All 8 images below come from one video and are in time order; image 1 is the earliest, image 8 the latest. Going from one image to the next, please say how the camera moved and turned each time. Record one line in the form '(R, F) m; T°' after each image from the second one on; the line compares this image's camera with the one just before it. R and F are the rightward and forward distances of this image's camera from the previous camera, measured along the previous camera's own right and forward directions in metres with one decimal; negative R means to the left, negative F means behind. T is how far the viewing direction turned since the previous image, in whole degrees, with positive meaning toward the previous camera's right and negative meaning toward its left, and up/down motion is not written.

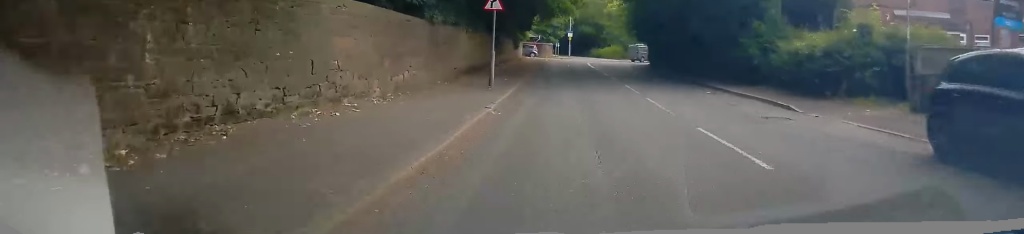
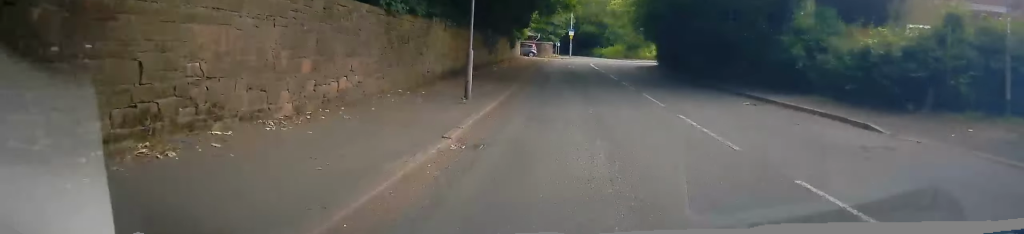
(+0.1, +4.6) m; 0°
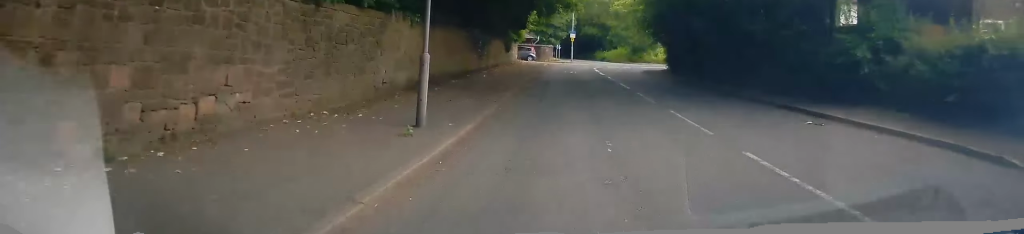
(-0.2, +4.6) m; -1°
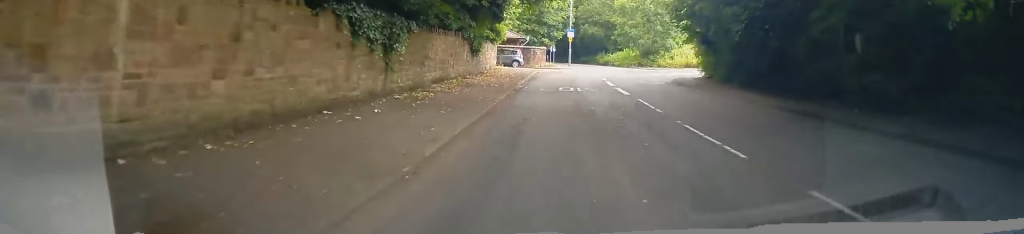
(-0.3, +14.3) m; -3°
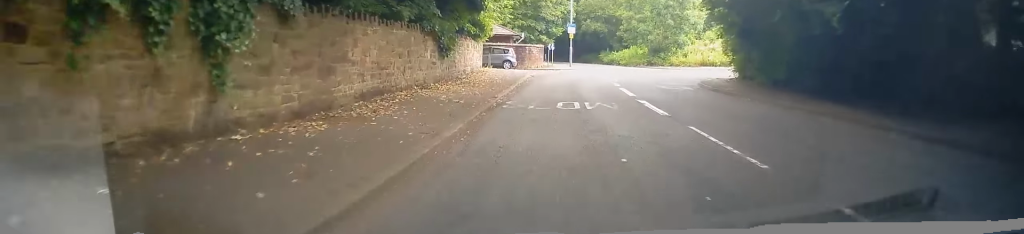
(-0.2, +7.2) m; +1°
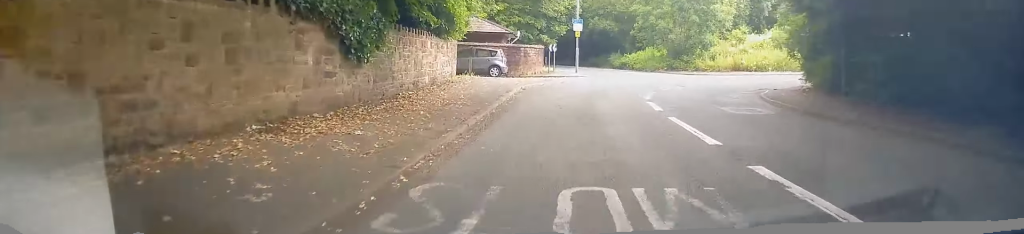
(+0.3, +9.7) m; +2°
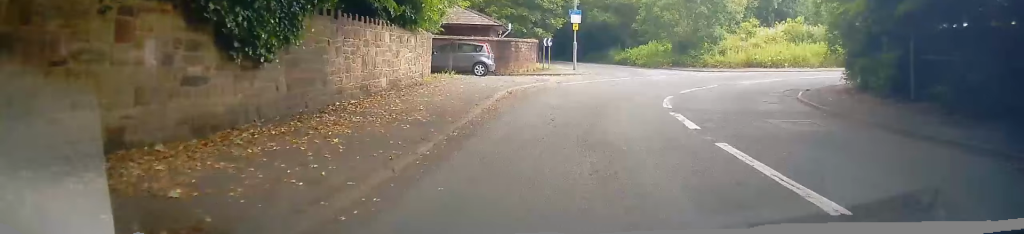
(+0.1, +4.4) m; +1°
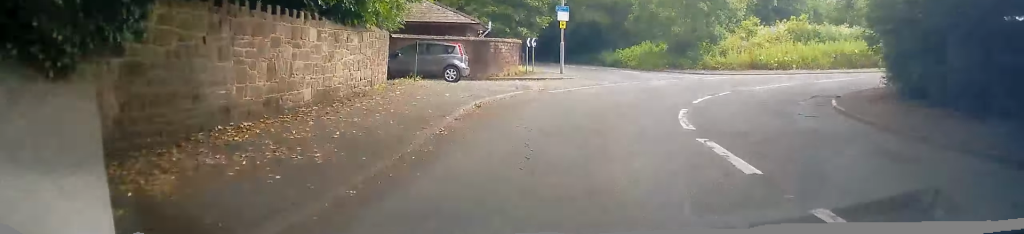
(-0.1, +4.0) m; +1°
